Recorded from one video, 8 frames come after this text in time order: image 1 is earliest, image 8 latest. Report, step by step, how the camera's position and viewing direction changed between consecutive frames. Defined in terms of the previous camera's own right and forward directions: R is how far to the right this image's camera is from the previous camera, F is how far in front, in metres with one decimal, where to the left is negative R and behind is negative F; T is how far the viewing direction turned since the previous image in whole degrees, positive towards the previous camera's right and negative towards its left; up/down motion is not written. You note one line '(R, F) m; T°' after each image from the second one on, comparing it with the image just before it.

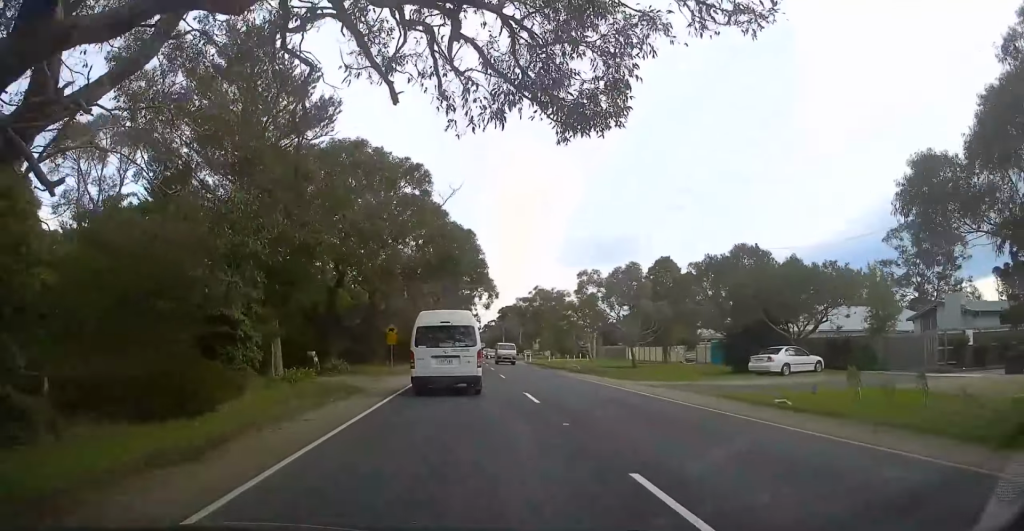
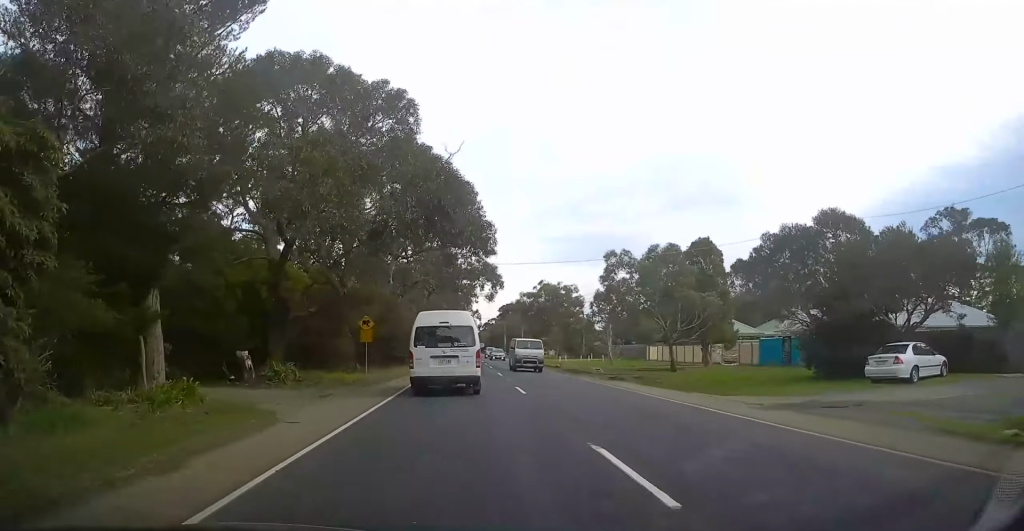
(0.0, +10.0) m; 0°
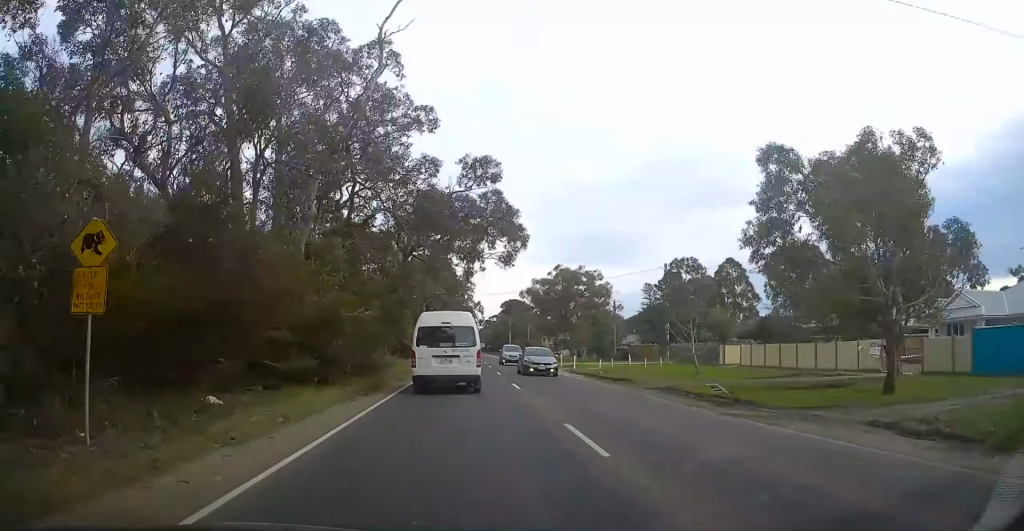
(+0.2, +23.2) m; 0°
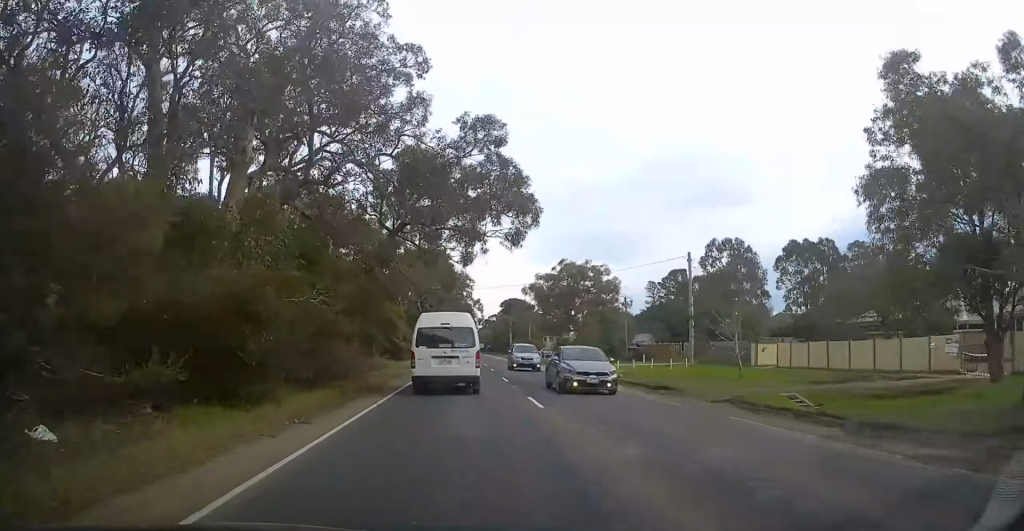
(0.0, +6.4) m; 0°
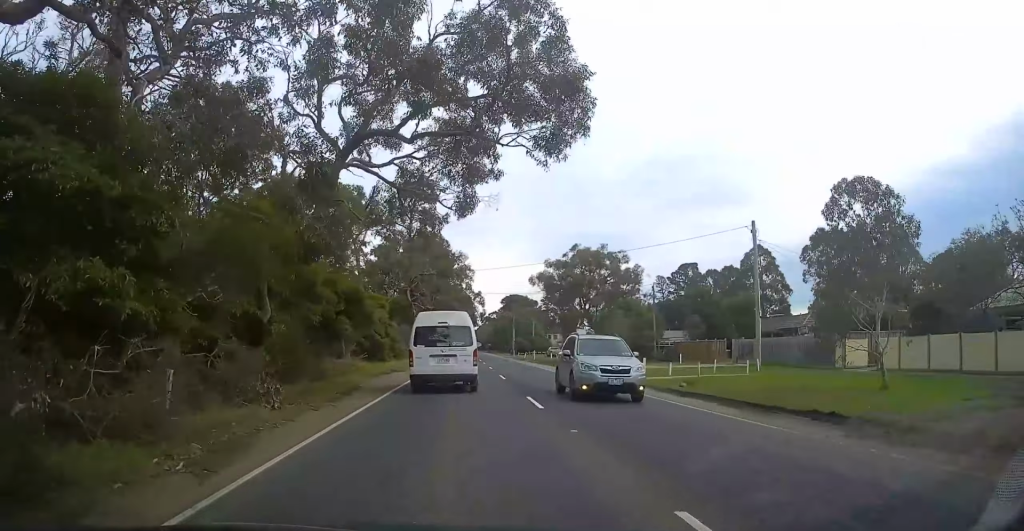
(-0.1, +12.5) m; -1°
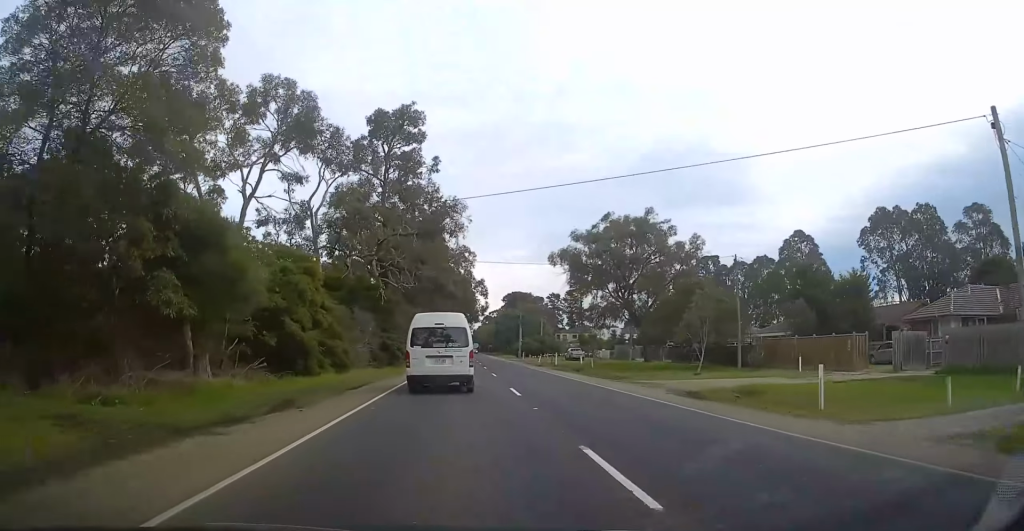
(-0.1, +21.3) m; +1°
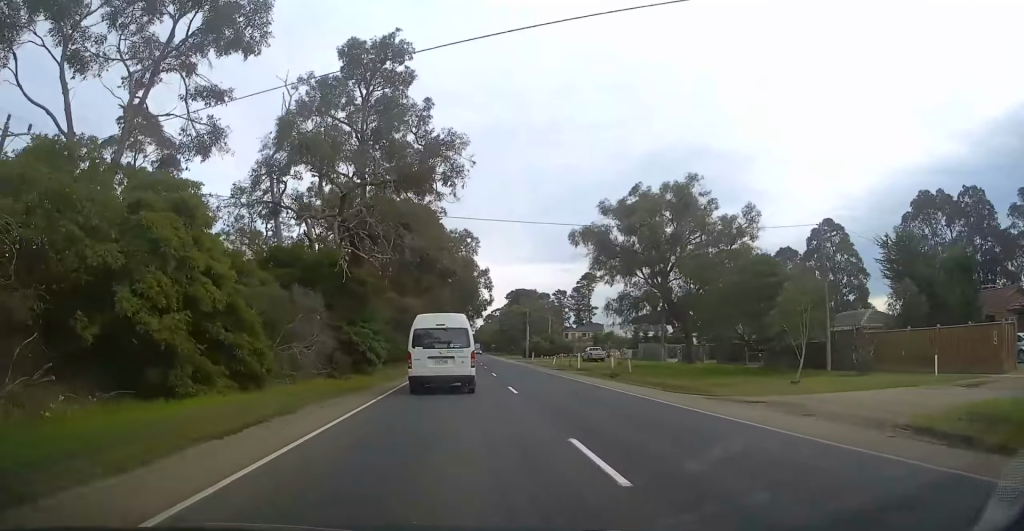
(+0.2, +11.6) m; +1°
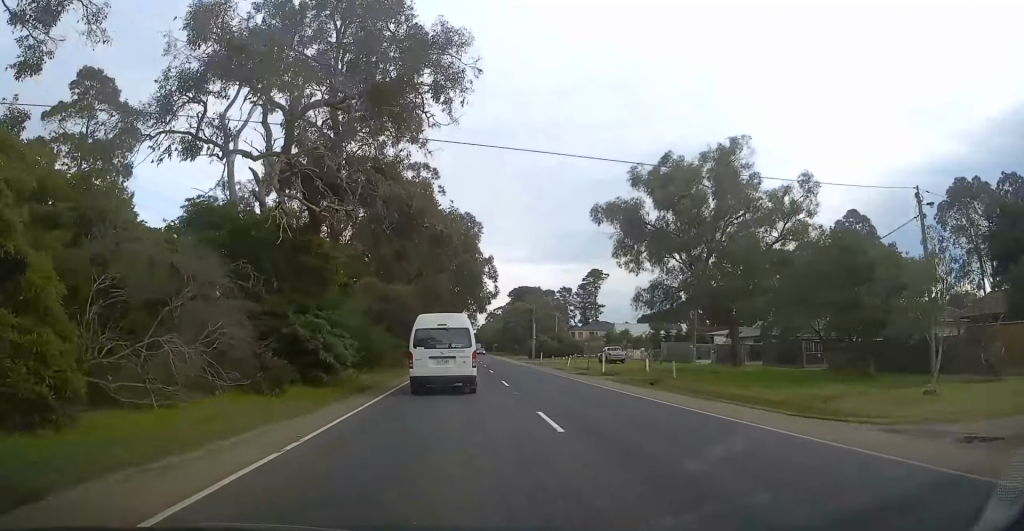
(+0.3, +9.1) m; 0°
